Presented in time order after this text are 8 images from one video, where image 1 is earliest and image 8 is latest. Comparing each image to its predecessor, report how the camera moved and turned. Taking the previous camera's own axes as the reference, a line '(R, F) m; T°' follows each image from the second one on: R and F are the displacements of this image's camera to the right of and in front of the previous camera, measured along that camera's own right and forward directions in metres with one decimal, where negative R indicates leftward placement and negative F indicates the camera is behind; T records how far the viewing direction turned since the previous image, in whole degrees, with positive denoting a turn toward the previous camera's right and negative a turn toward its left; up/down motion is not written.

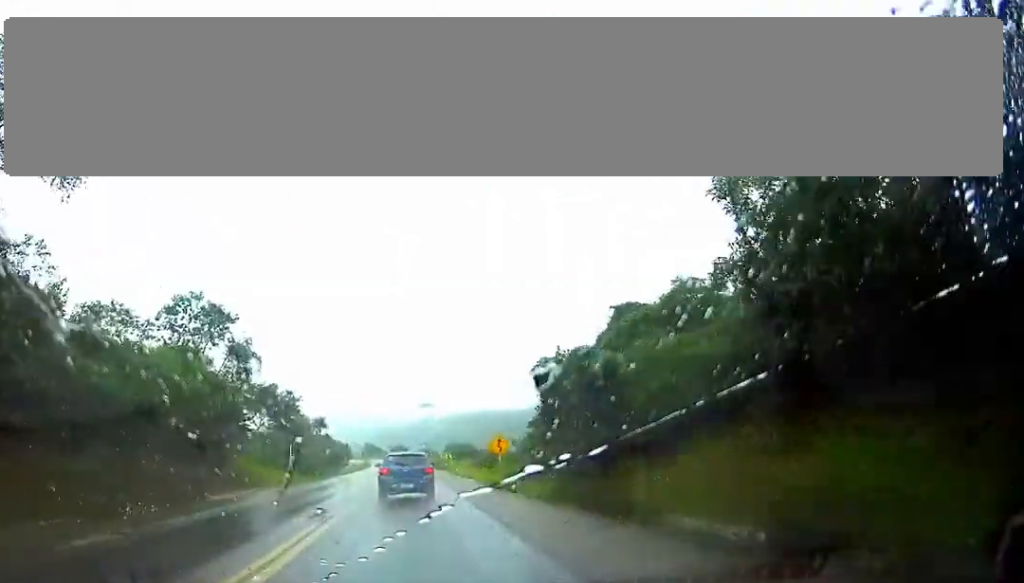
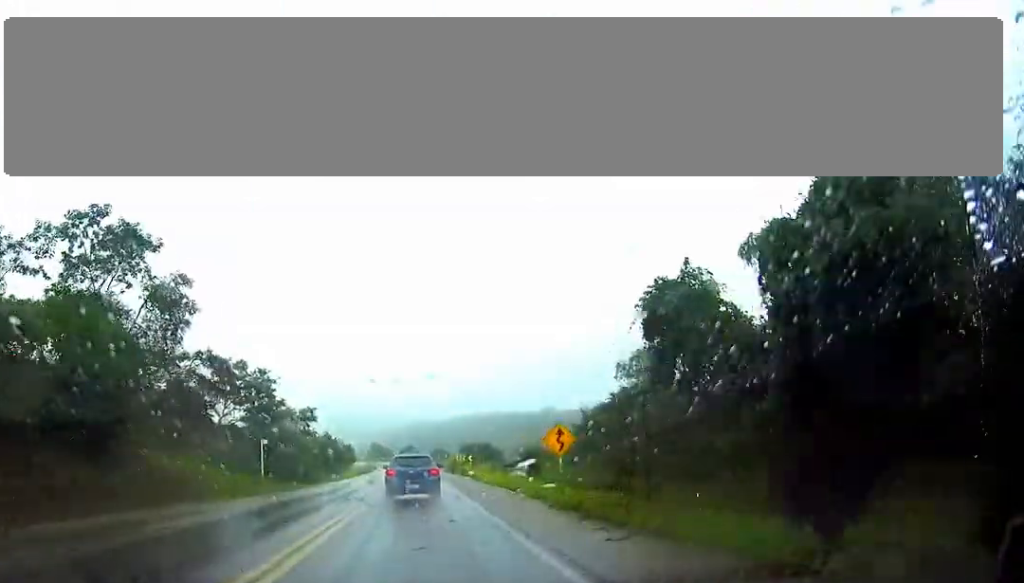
(+0.1, +17.4) m; 0°
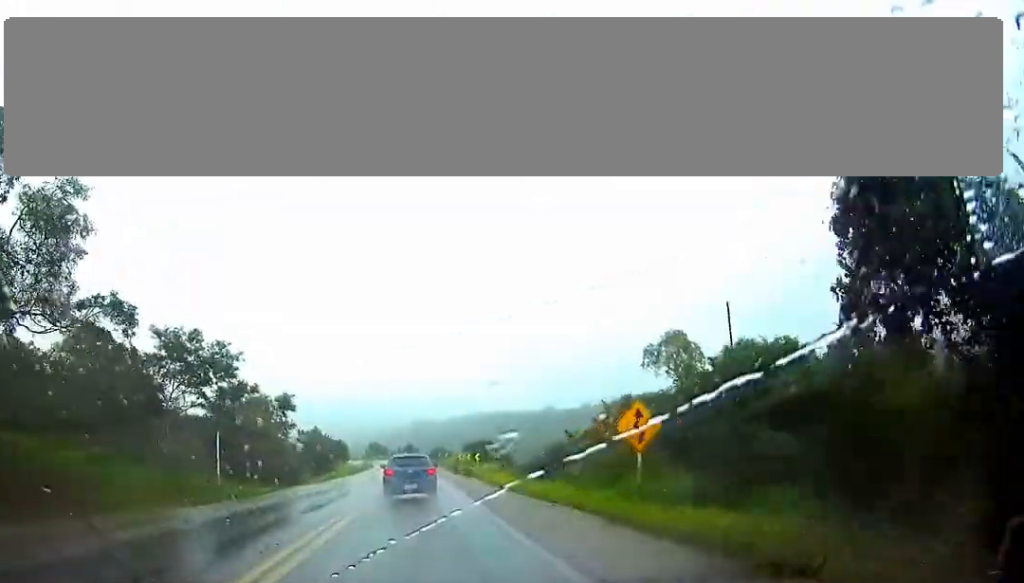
(-0.1, +11.4) m; 0°
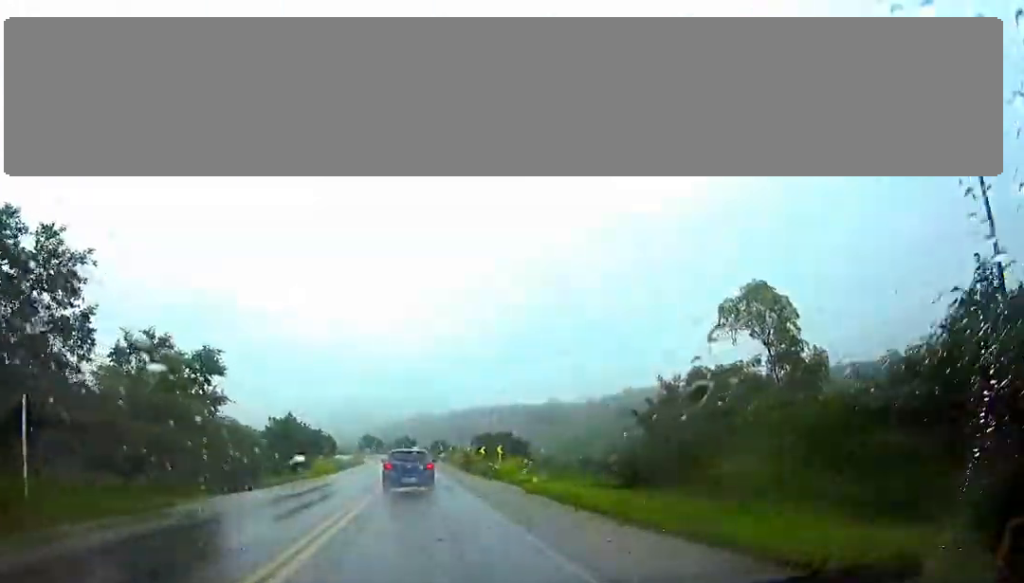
(-0.1, +21.0) m; 0°
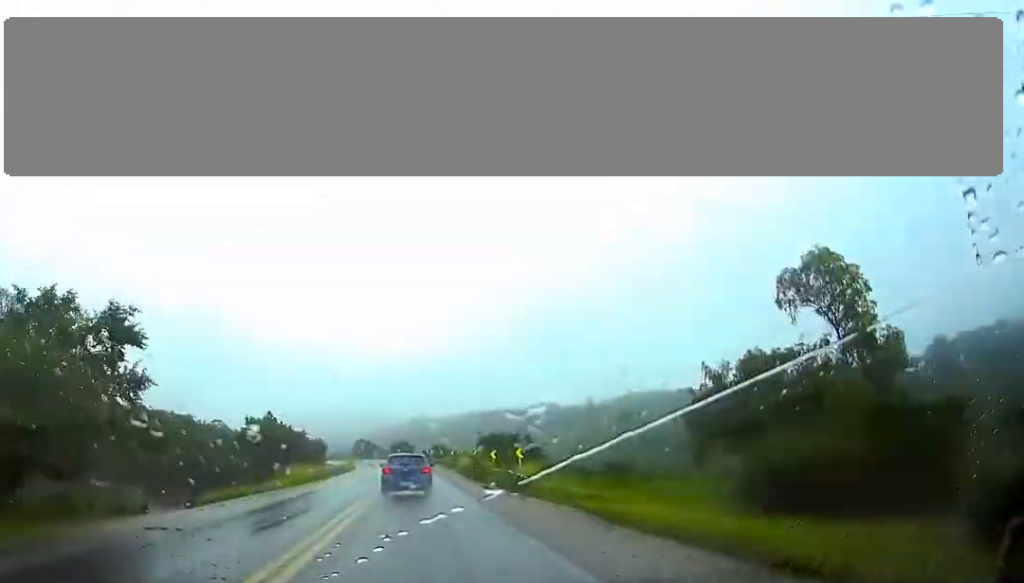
(0.0, +10.9) m; 0°
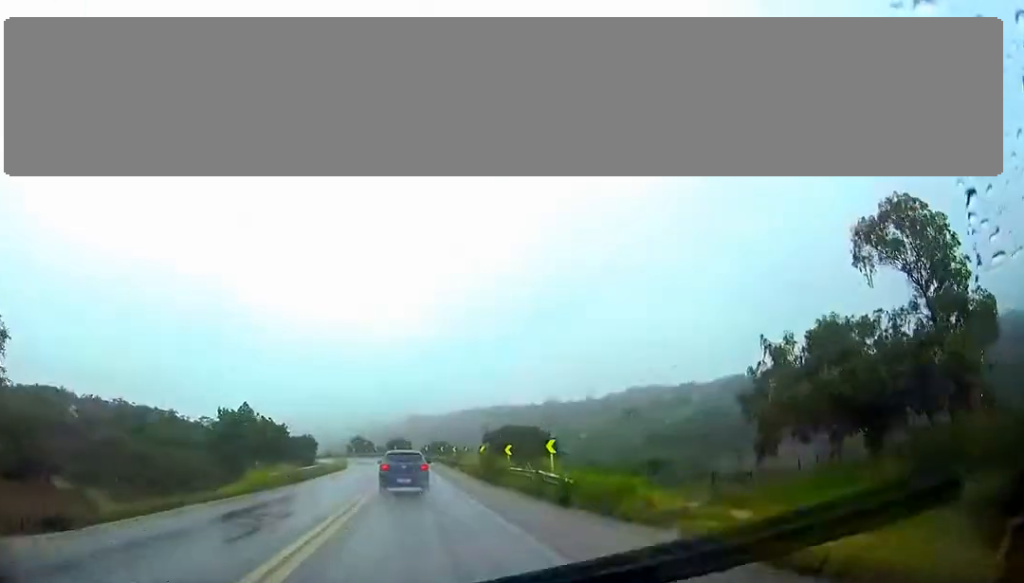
(0.0, +10.3) m; 0°
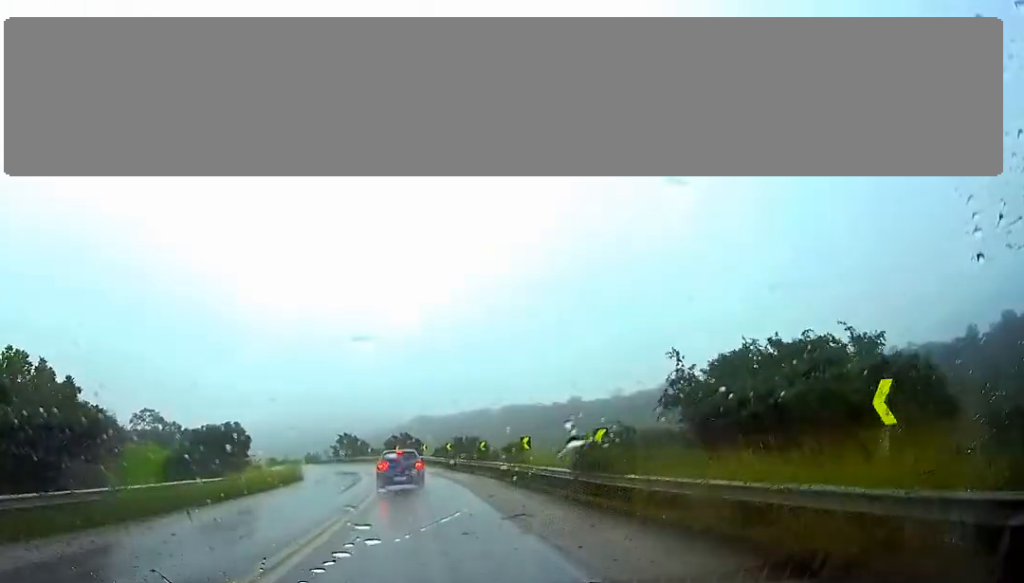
(0.0, +54.0) m; 0°
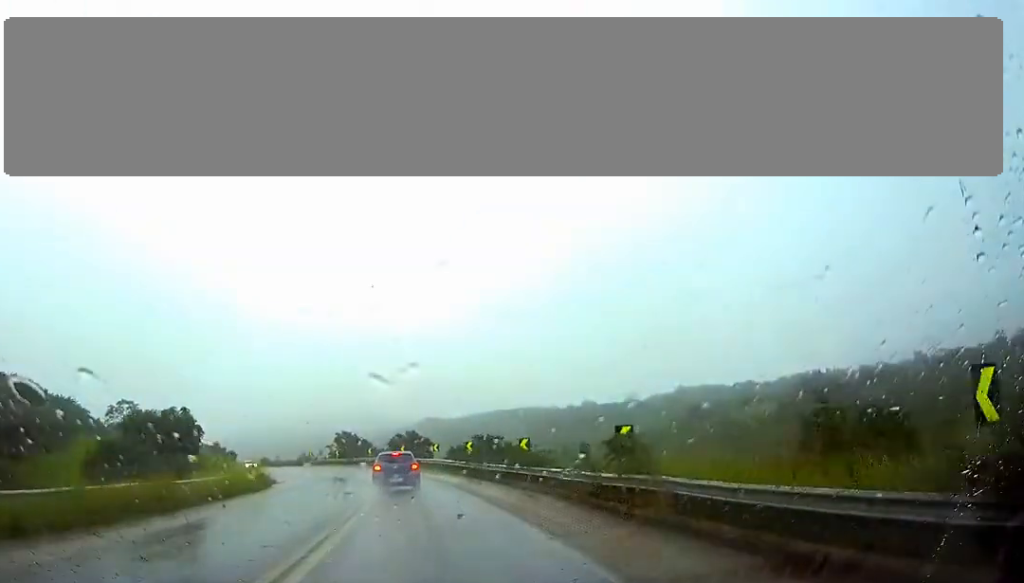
(-0.2, +17.1) m; -2°
